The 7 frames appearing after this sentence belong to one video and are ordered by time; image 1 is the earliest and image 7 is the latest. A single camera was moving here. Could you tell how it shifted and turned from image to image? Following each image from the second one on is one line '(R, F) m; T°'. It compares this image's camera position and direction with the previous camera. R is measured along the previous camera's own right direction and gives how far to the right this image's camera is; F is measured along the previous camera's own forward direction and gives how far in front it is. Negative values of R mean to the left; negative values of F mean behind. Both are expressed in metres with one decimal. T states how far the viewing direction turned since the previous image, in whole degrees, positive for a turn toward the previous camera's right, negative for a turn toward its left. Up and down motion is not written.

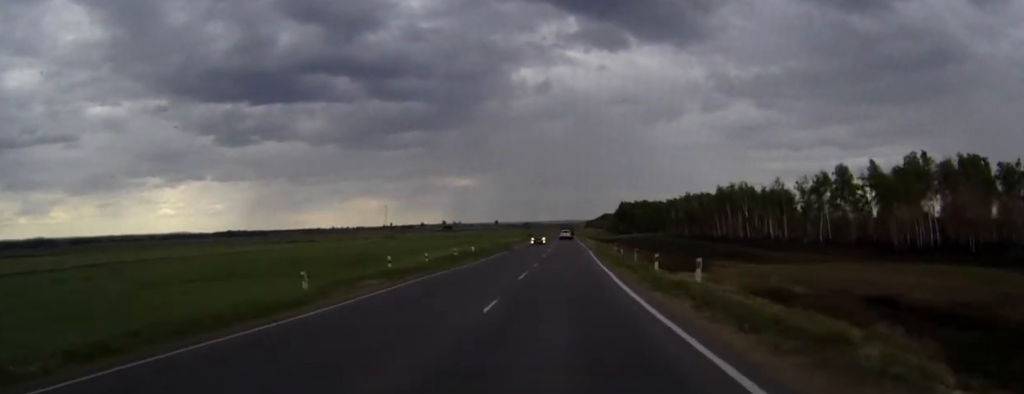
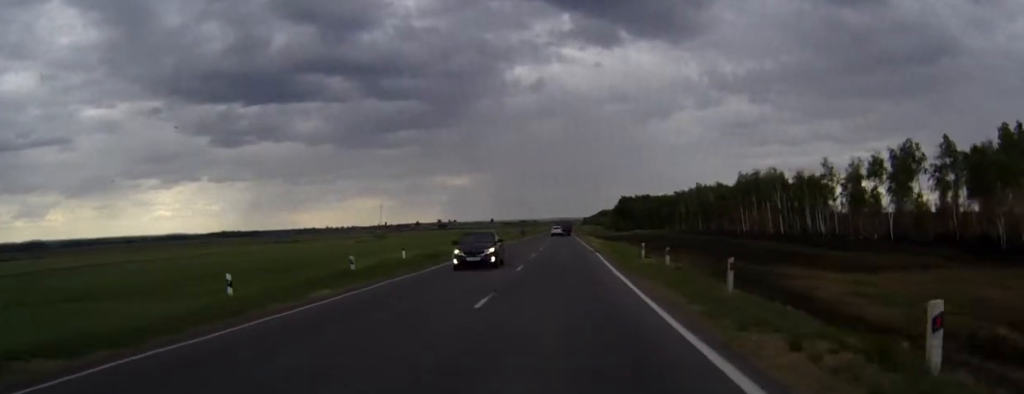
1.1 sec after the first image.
(+0.1, +24.3) m; 0°
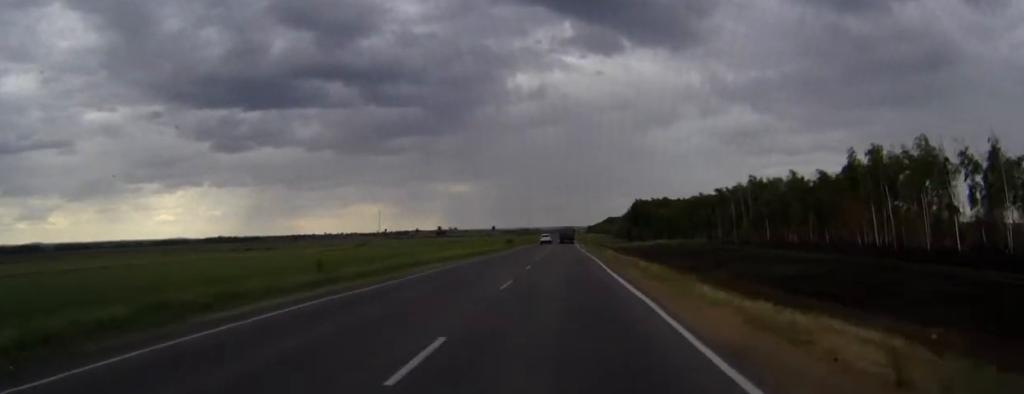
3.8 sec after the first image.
(0.0, +55.5) m; 0°
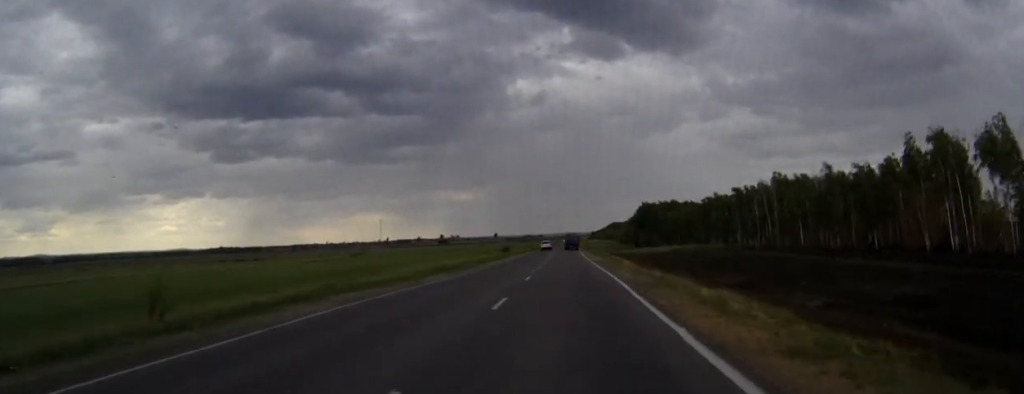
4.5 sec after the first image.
(0.0, +15.5) m; 0°
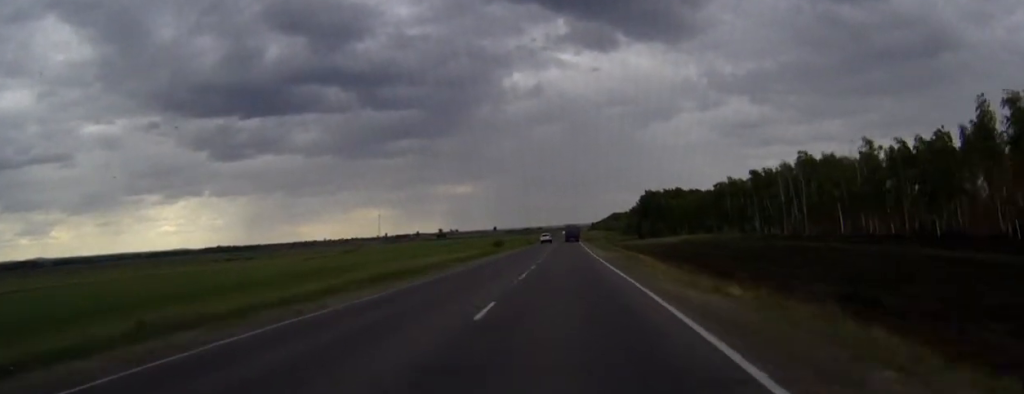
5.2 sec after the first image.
(0.0, +15.4) m; 0°
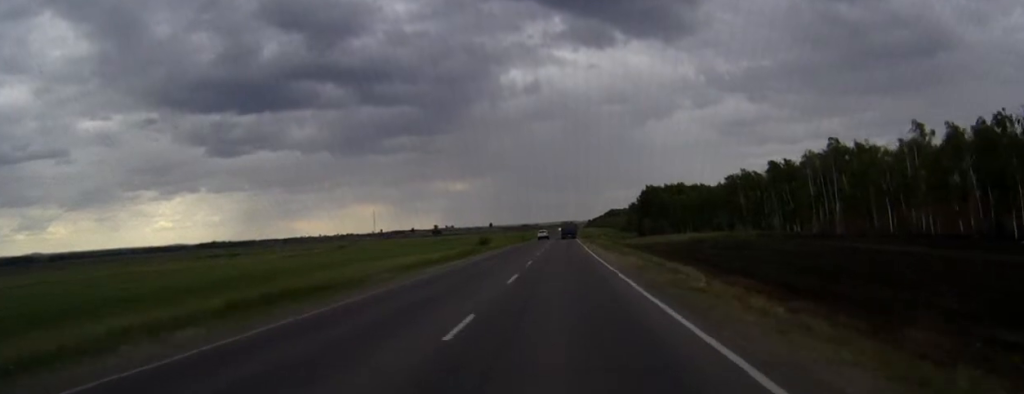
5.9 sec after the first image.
(0.0, +14.5) m; 0°
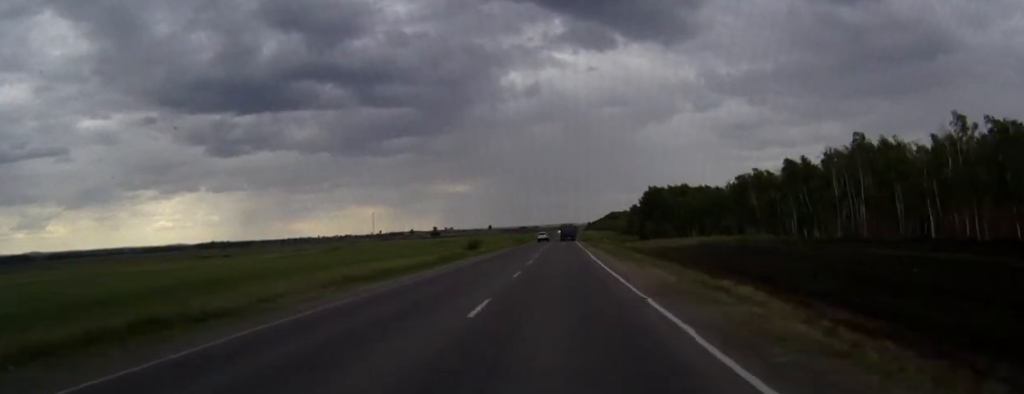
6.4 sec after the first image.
(0.0, +8.9) m; 0°
